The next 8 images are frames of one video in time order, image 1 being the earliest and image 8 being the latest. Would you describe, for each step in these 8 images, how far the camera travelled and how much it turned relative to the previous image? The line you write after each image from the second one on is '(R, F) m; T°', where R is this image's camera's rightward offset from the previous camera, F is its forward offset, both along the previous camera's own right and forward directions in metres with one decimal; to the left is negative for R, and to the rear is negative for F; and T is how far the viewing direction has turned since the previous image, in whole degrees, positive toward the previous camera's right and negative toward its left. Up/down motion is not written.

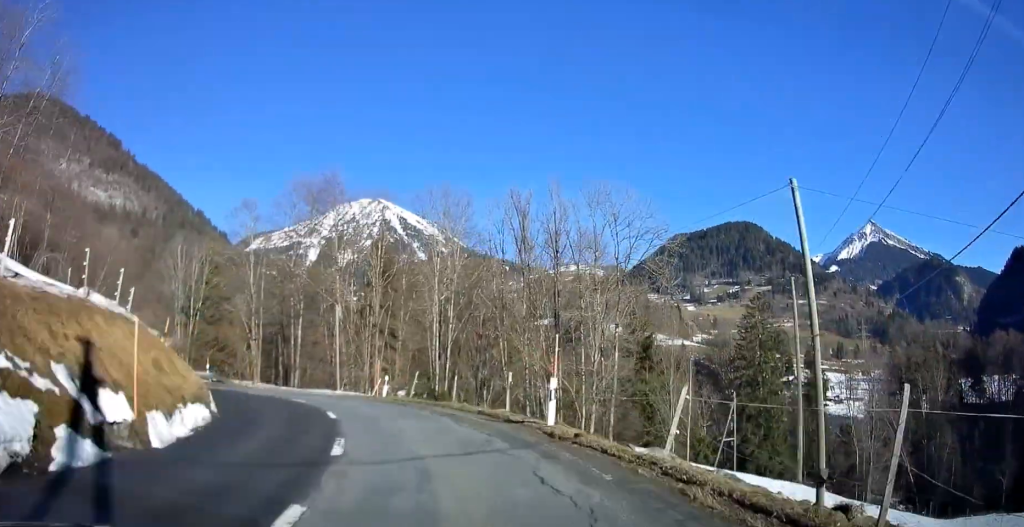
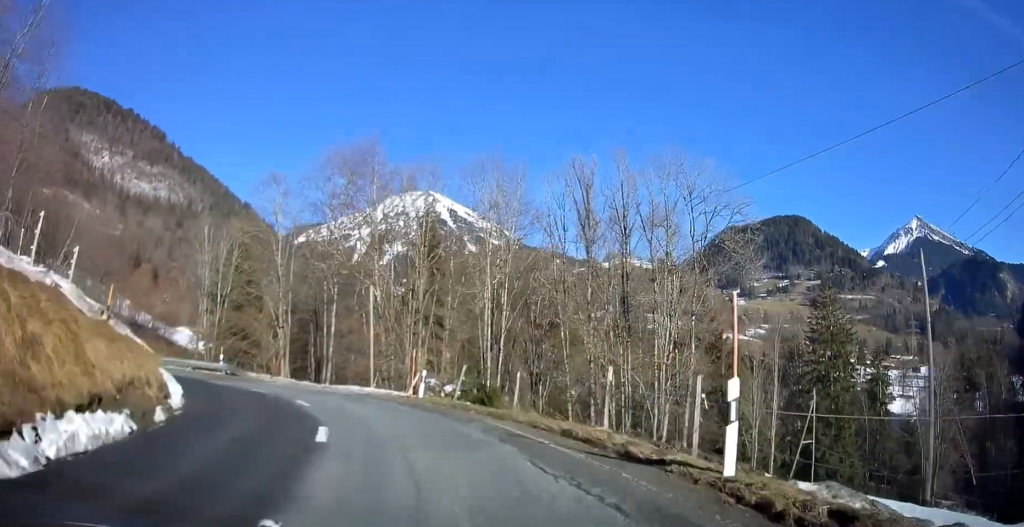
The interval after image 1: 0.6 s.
(-0.3, +6.5) m; -5°
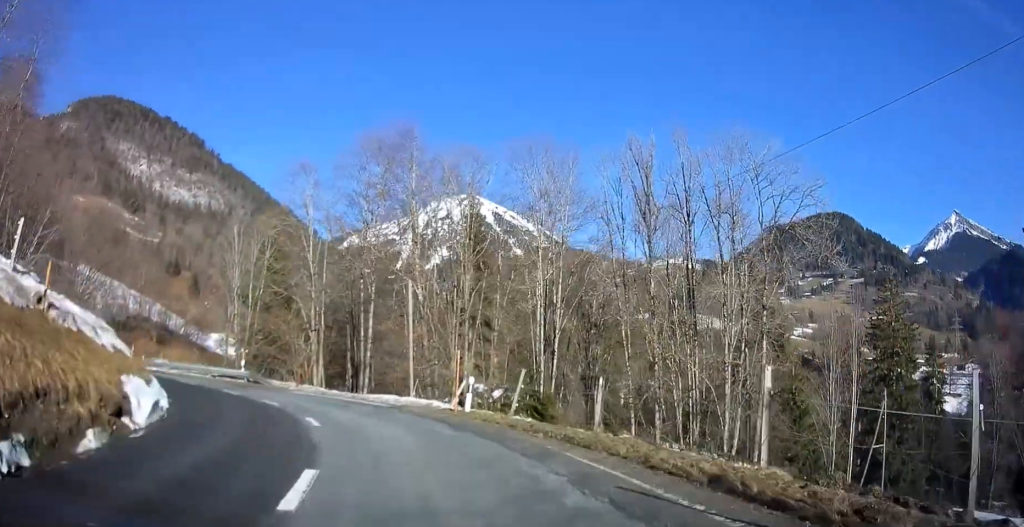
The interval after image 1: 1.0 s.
(0.0, +4.1) m; -3°
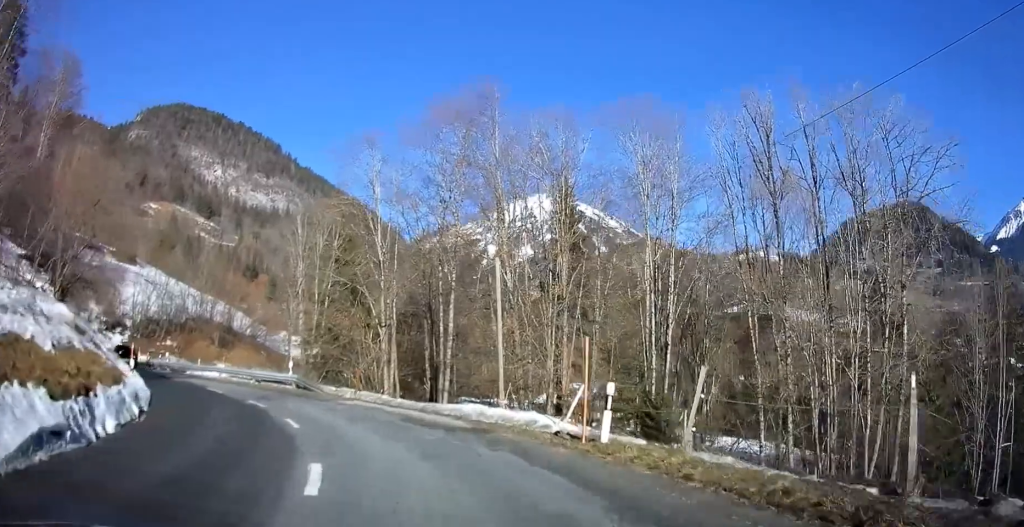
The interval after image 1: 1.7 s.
(-0.5, +6.8) m; -8°
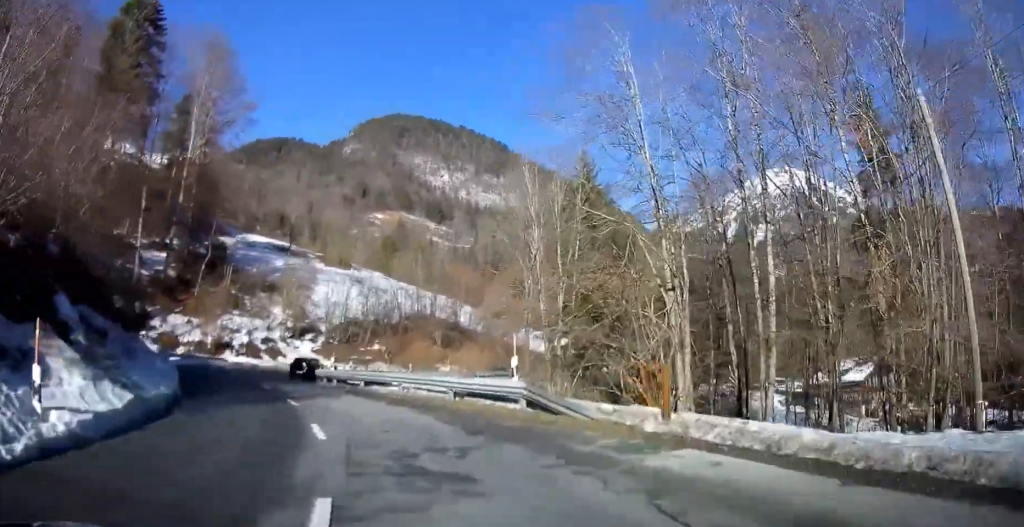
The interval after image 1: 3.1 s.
(-2.4, +14.1) m; -21°
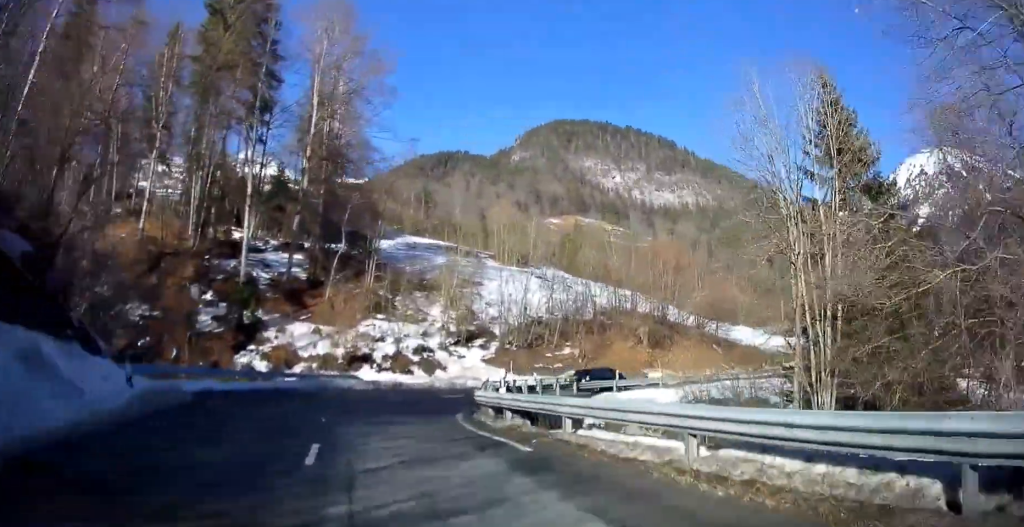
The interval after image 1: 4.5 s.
(-2.3, +13.6) m; -15°
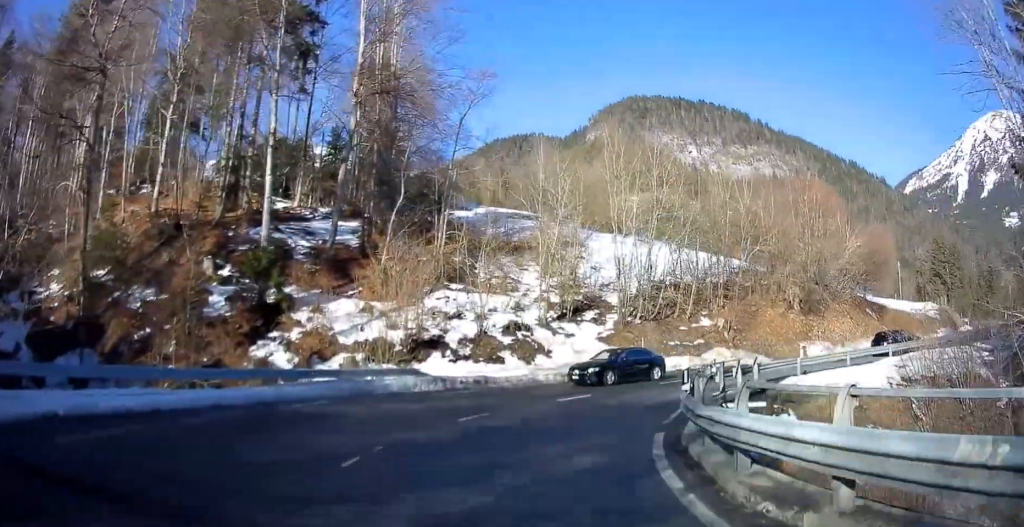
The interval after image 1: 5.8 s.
(-1.1, +12.4) m; -7°
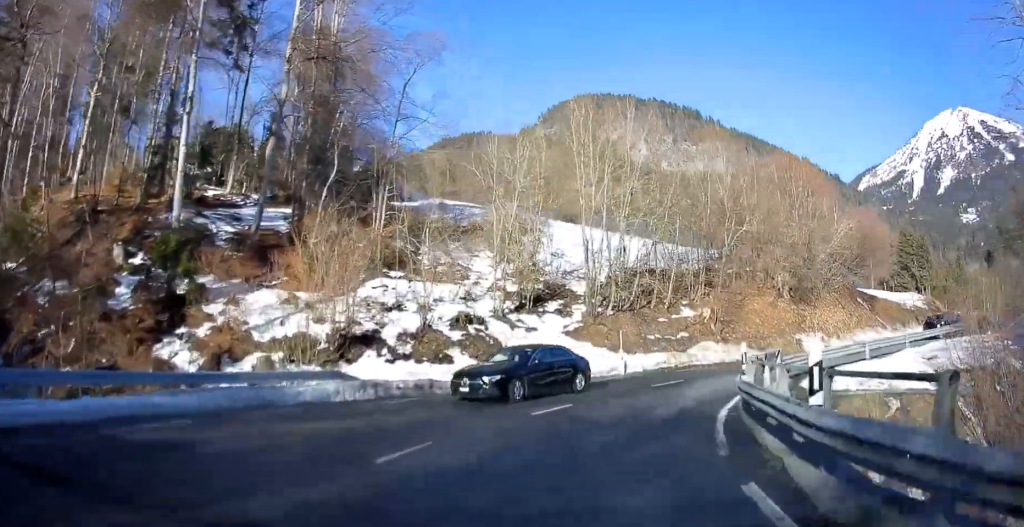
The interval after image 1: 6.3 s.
(0.0, +5.2) m; +4°
